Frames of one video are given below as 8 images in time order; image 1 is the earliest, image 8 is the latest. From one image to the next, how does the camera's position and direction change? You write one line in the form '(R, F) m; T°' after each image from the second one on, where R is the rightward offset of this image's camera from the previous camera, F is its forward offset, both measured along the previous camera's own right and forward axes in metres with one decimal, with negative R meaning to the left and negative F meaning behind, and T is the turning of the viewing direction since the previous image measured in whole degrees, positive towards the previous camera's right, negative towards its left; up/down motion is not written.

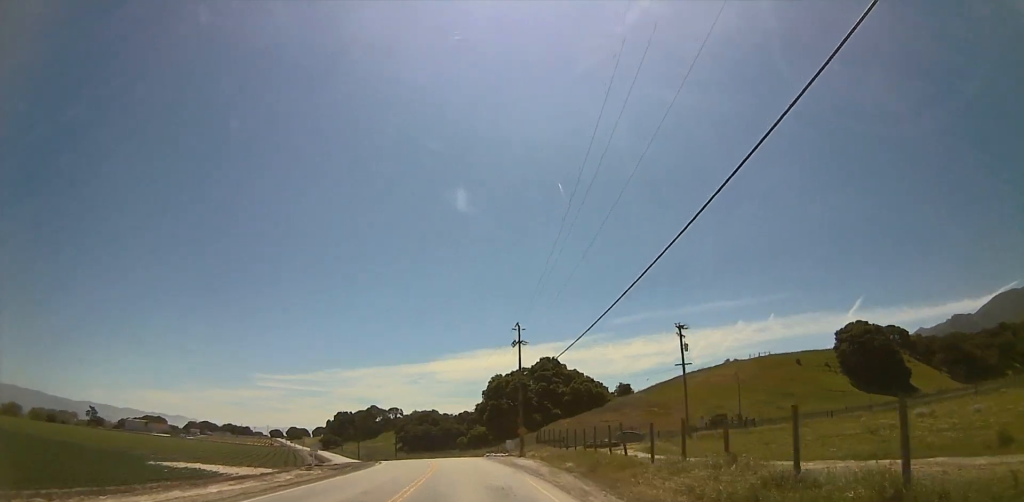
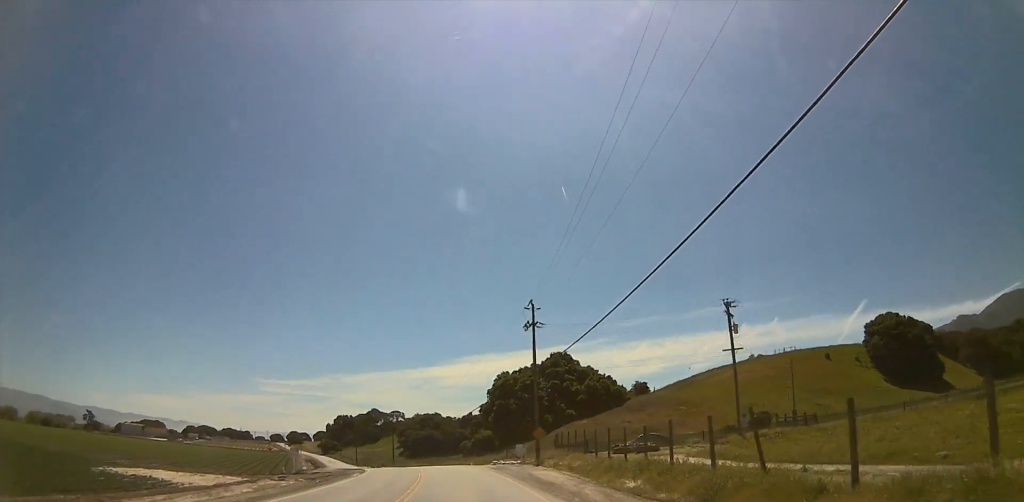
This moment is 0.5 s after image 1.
(+0.1, +11.2) m; 0°
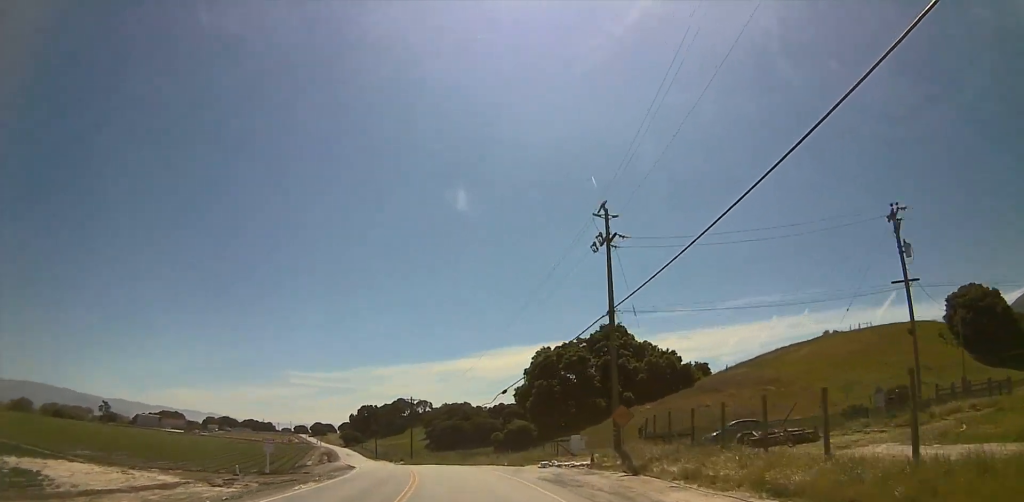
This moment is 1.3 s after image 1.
(+0.3, +19.2) m; -2°
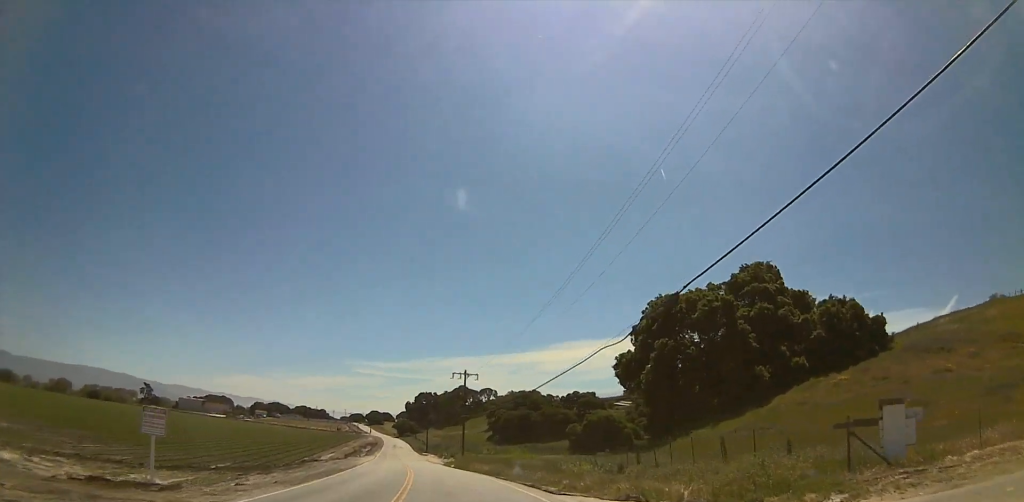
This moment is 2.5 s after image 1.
(-2.7, +29.0) m; -10°
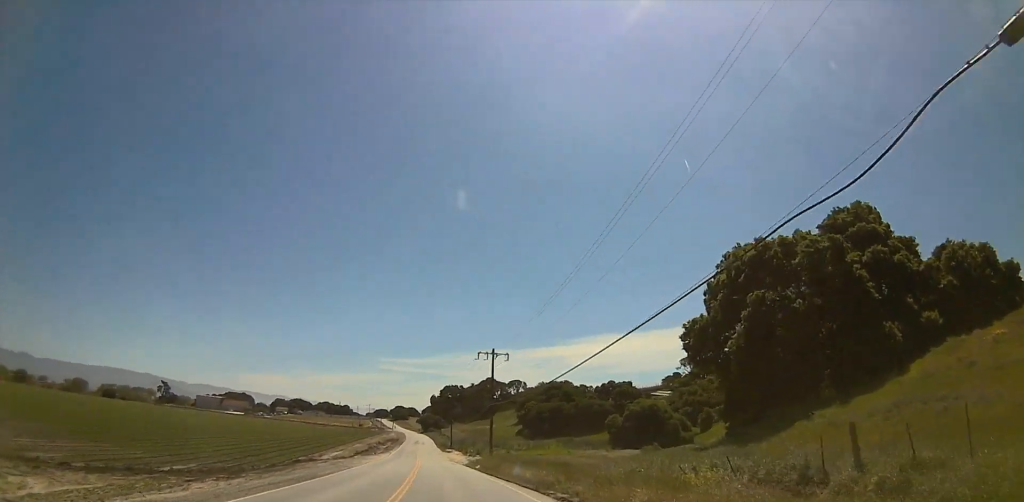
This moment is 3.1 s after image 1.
(-0.9, +13.3) m; -3°
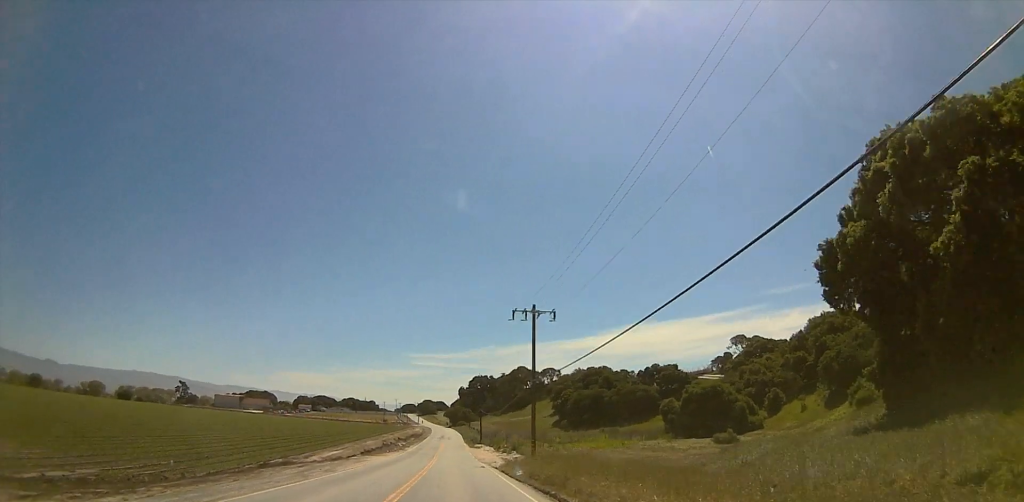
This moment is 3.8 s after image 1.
(-0.2, +17.2) m; -1°
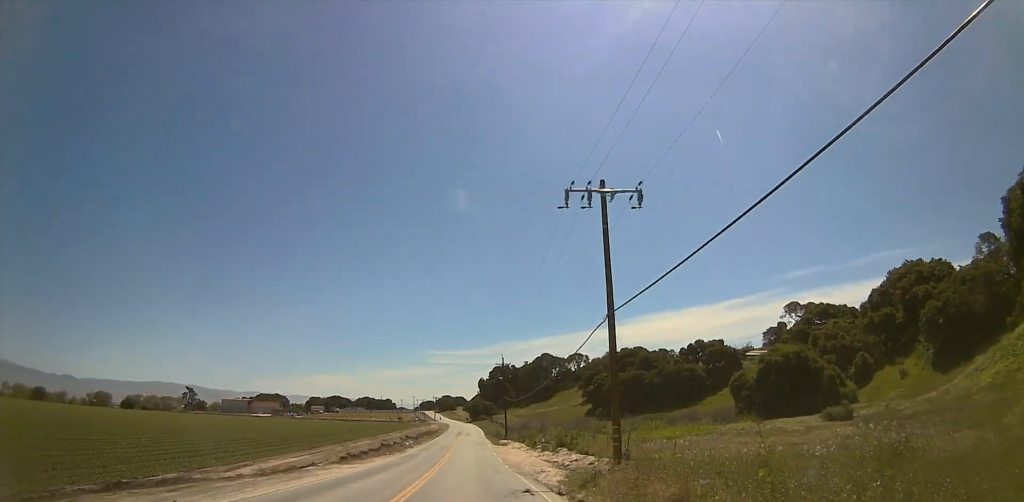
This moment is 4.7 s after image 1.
(0.0, +21.0) m; 0°
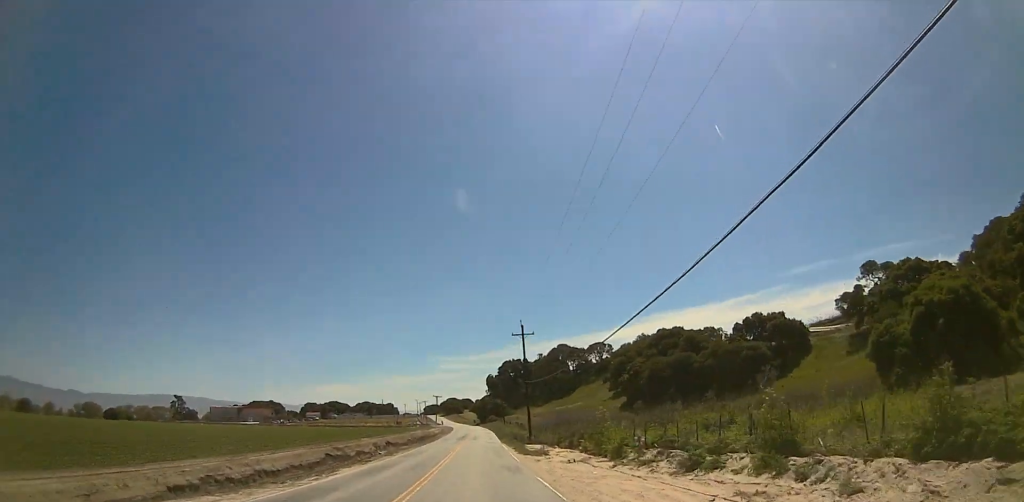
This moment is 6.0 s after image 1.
(0.0, +30.2) m; 0°
